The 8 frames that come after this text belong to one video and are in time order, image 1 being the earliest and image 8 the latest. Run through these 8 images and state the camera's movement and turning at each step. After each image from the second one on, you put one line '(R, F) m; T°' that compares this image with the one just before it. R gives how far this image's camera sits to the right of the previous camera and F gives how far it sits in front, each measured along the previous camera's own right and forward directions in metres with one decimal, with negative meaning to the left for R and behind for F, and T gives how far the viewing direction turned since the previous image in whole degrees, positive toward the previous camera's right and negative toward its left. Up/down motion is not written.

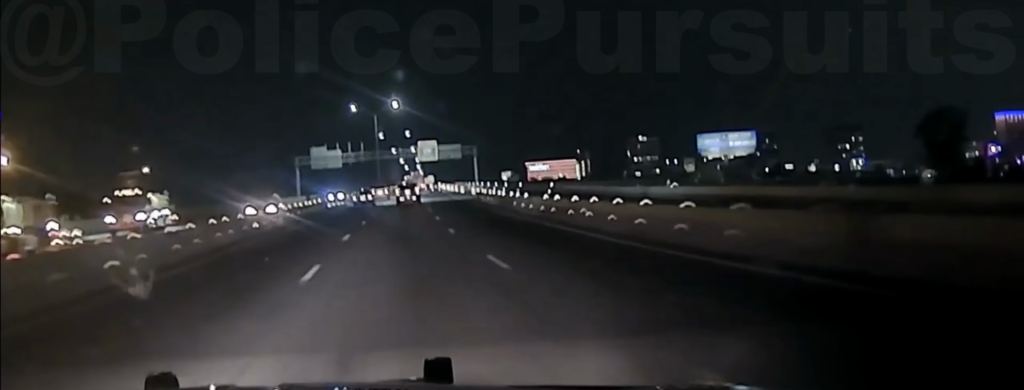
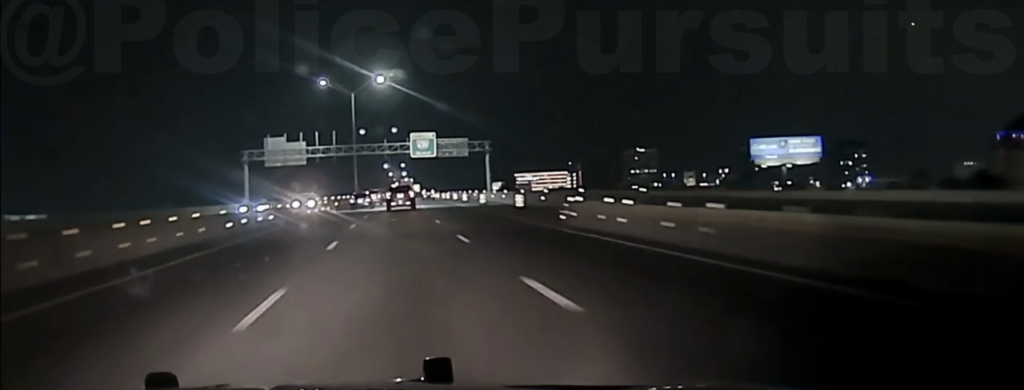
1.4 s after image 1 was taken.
(+0.1, +45.8) m; 0°
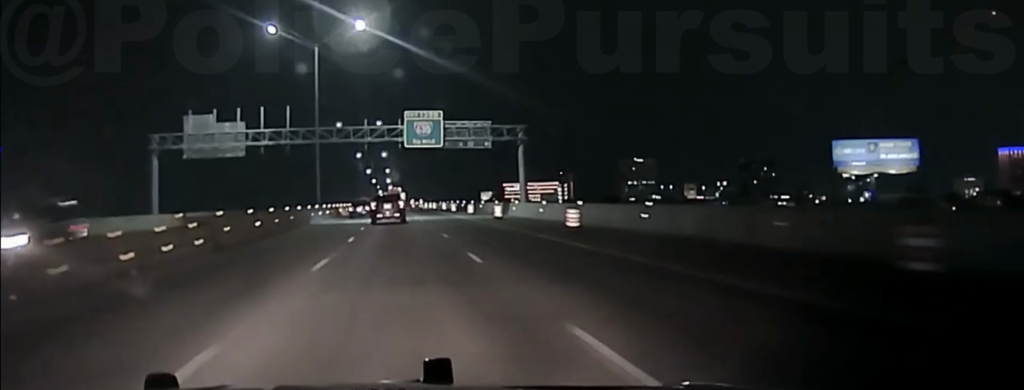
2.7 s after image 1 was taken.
(+0.4, +45.6) m; +1°
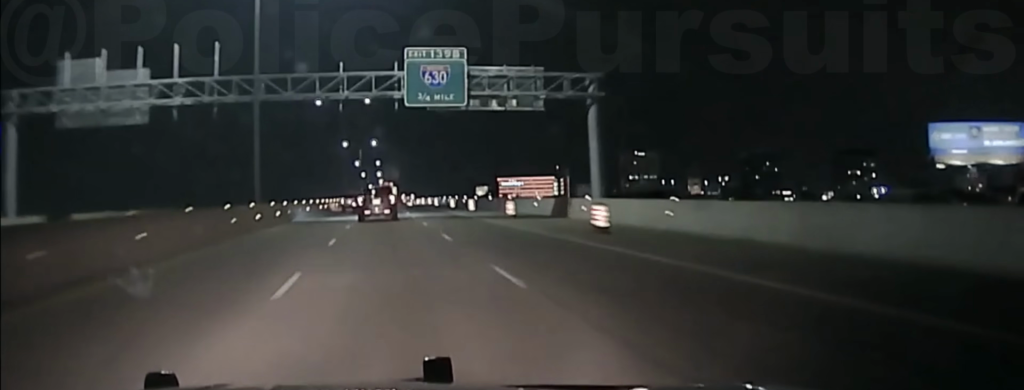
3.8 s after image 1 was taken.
(+0.4, +32.8) m; +1°
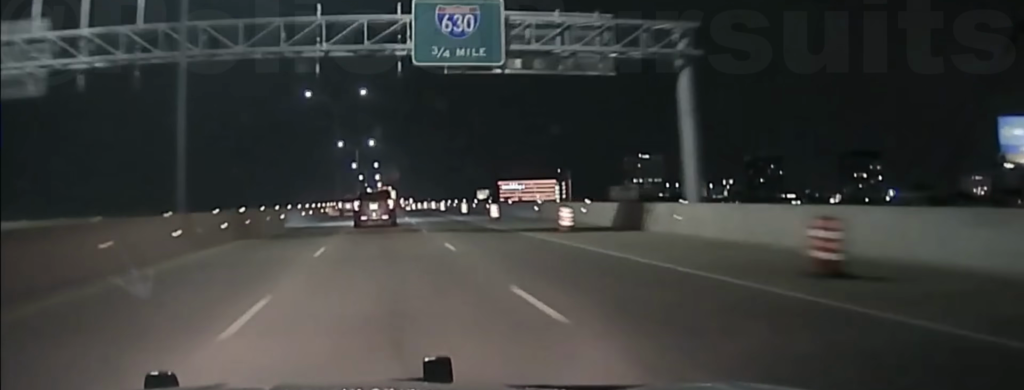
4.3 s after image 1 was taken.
(0.0, +13.8) m; 0°
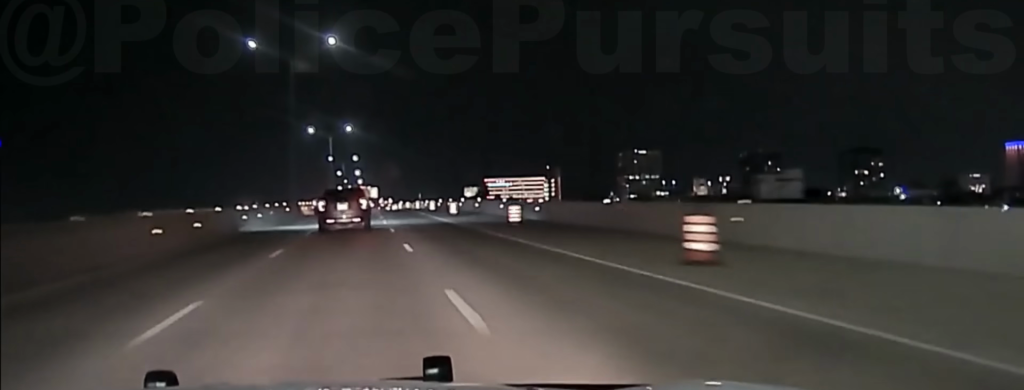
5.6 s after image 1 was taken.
(+0.1, +32.6) m; +1°
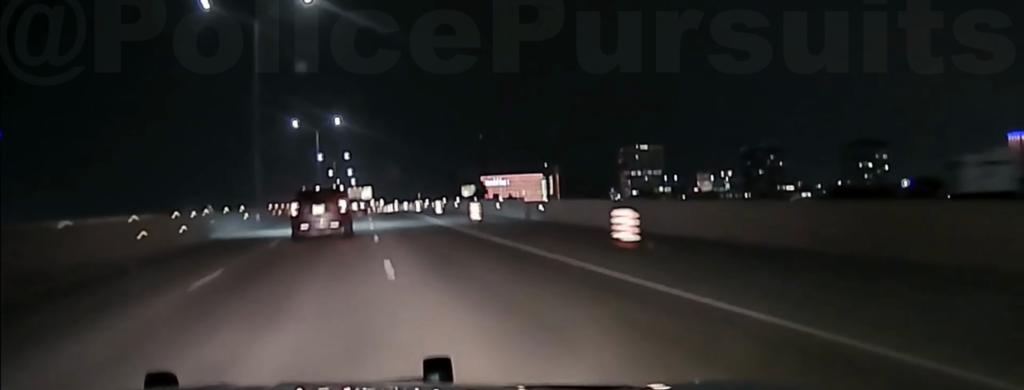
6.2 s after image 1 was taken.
(+0.2, +15.6) m; +1°
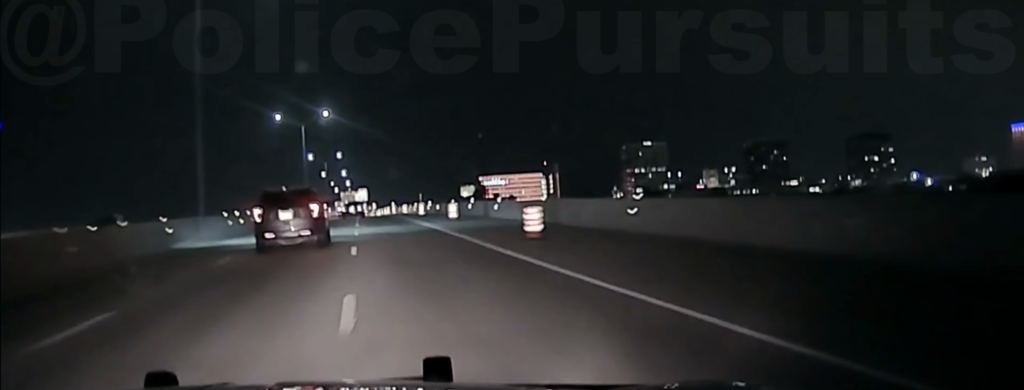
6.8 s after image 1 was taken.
(+0.1, +15.6) m; 0°
